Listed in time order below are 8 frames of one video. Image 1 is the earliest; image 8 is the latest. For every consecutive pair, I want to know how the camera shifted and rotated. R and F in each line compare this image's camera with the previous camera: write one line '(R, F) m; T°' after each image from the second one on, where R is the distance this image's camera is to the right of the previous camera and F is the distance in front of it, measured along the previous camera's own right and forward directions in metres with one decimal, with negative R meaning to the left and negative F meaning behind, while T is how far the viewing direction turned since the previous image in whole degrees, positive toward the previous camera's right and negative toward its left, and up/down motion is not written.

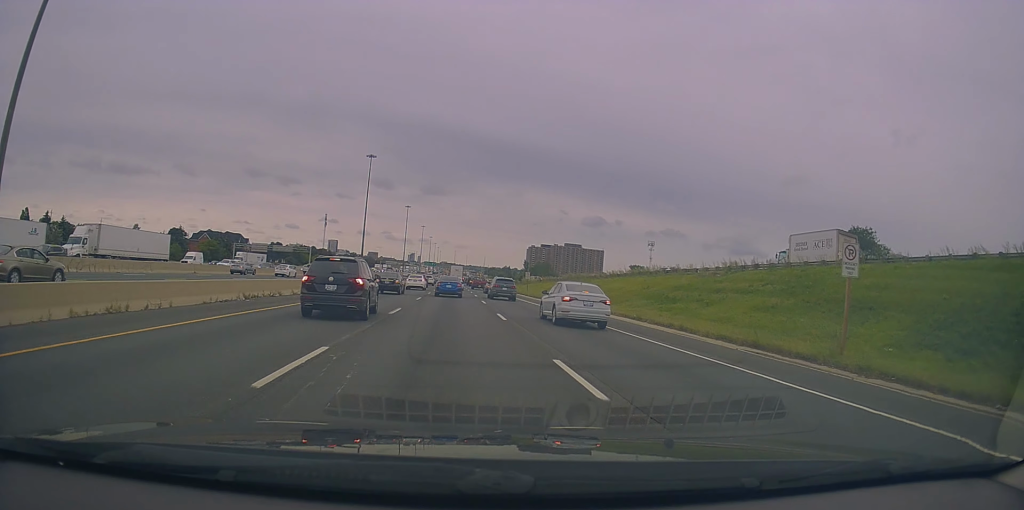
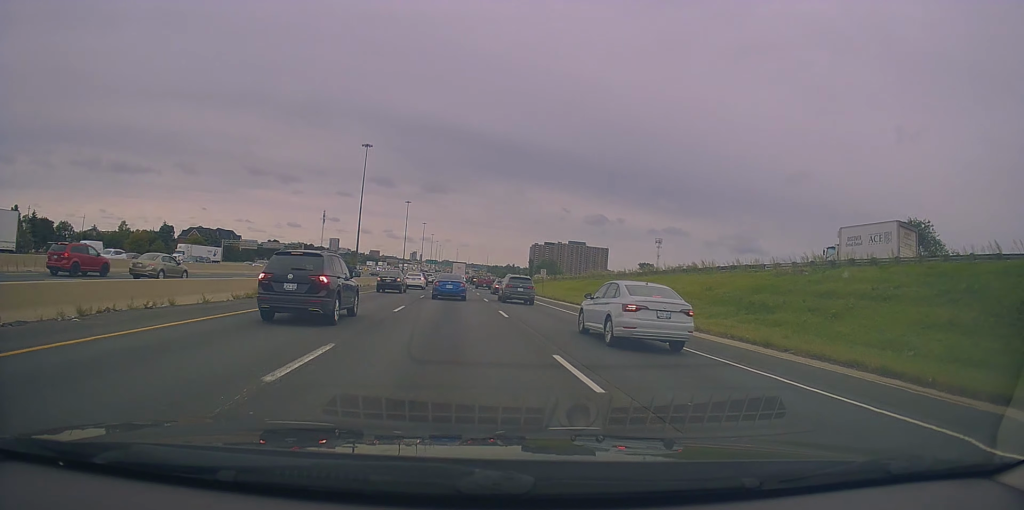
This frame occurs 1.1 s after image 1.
(+0.2, +11.9) m; -2°
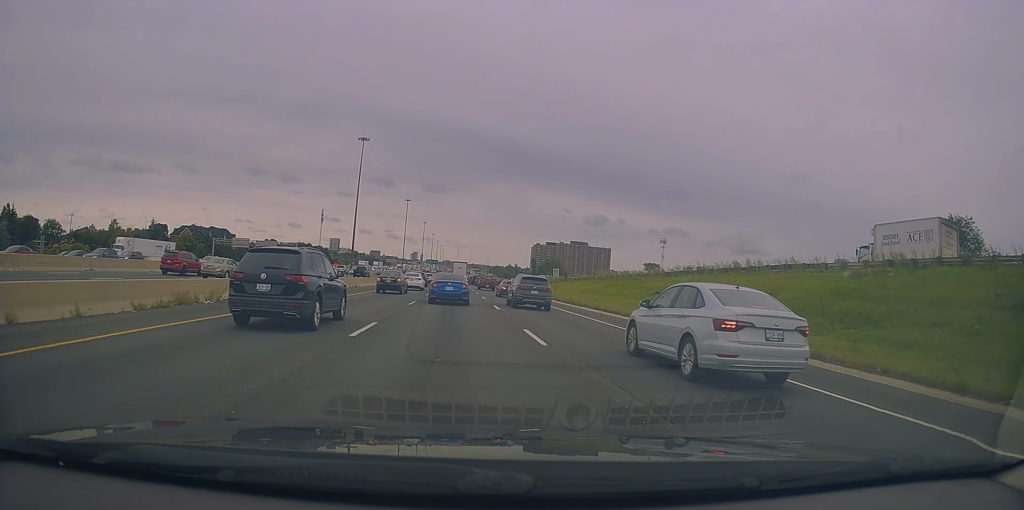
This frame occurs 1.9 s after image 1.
(-0.3, +7.7) m; -1°
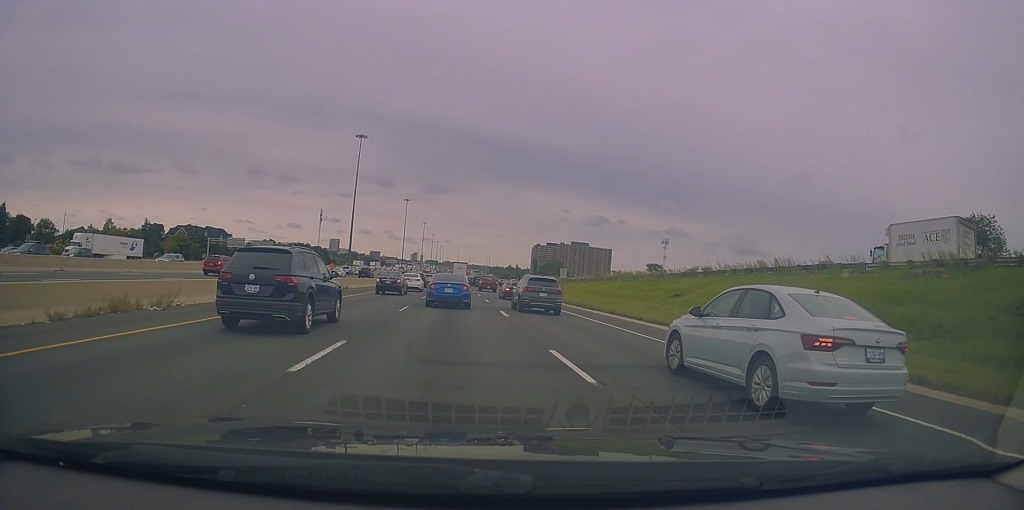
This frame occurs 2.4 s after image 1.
(-0.3, +4.0) m; 0°
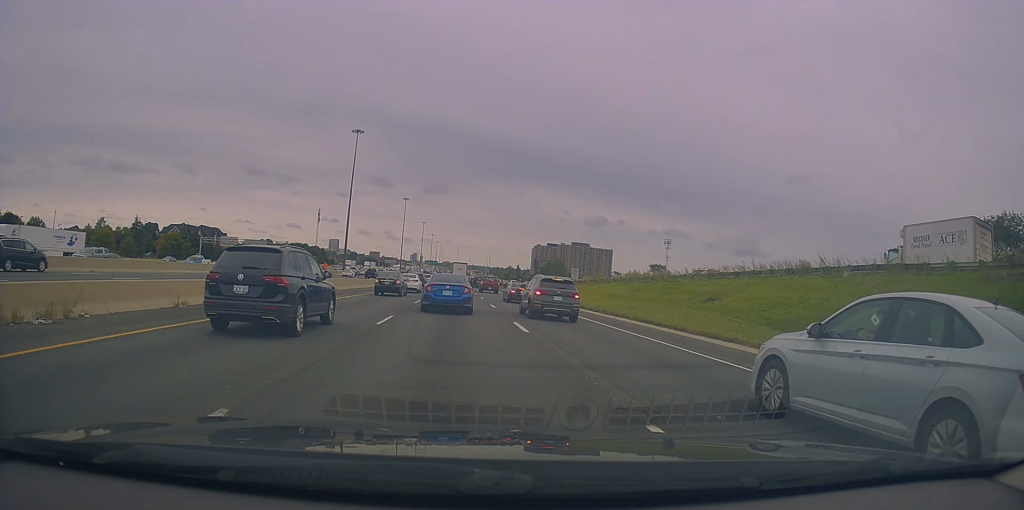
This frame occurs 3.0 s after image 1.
(+0.3, +5.4) m; +2°
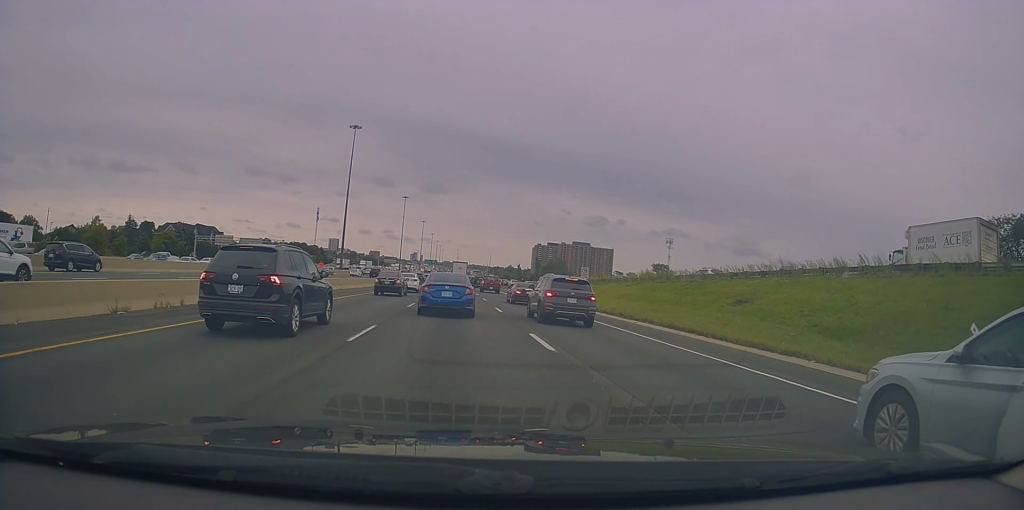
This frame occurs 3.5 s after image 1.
(+0.1, +3.9) m; +1°
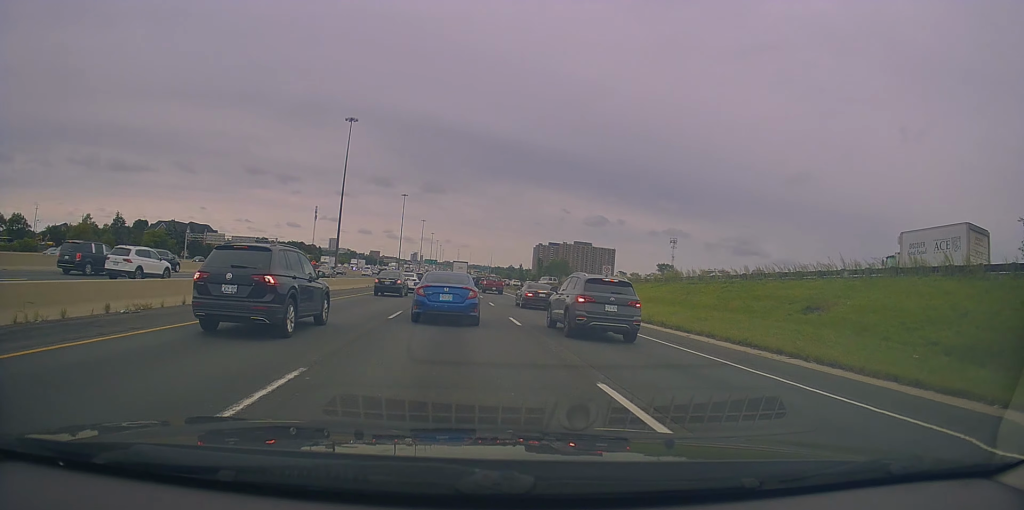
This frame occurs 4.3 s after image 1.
(-0.1, +6.7) m; -1°
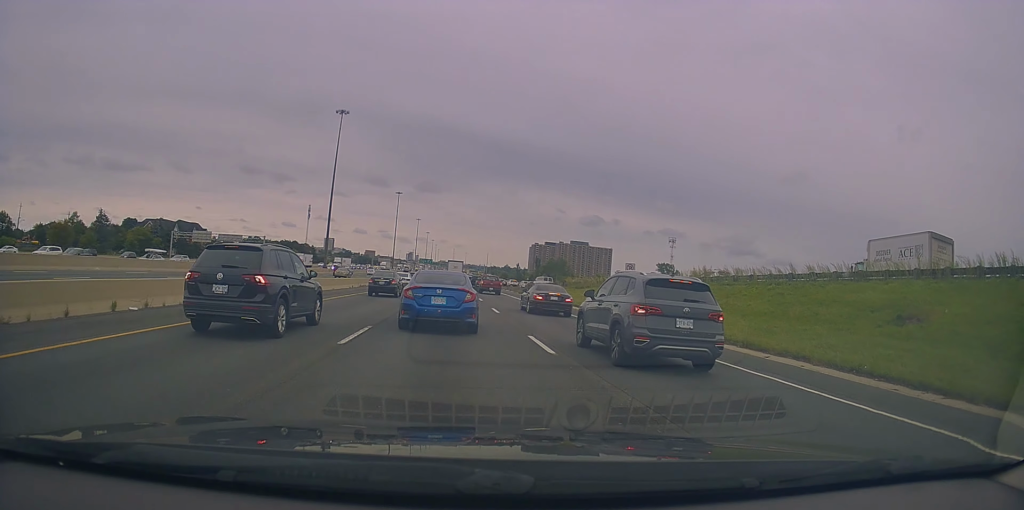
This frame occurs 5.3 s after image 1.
(0.0, +6.5) m; -1°
